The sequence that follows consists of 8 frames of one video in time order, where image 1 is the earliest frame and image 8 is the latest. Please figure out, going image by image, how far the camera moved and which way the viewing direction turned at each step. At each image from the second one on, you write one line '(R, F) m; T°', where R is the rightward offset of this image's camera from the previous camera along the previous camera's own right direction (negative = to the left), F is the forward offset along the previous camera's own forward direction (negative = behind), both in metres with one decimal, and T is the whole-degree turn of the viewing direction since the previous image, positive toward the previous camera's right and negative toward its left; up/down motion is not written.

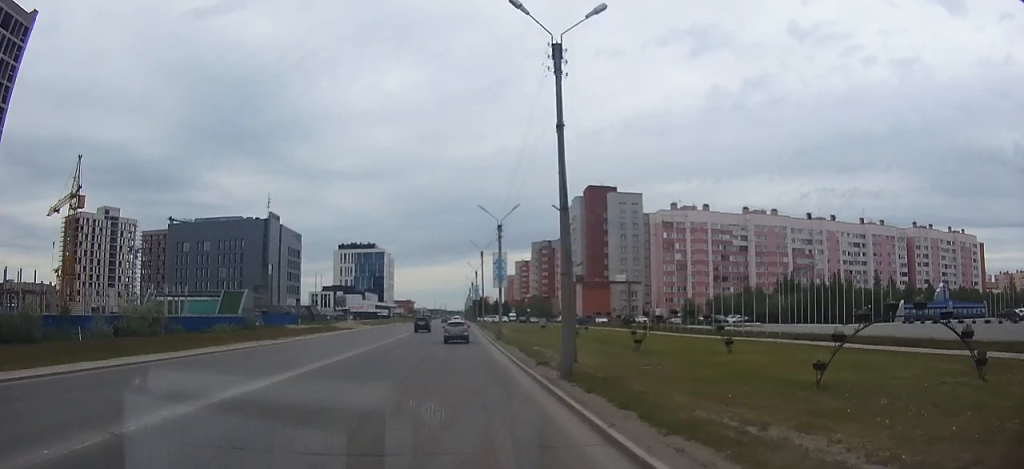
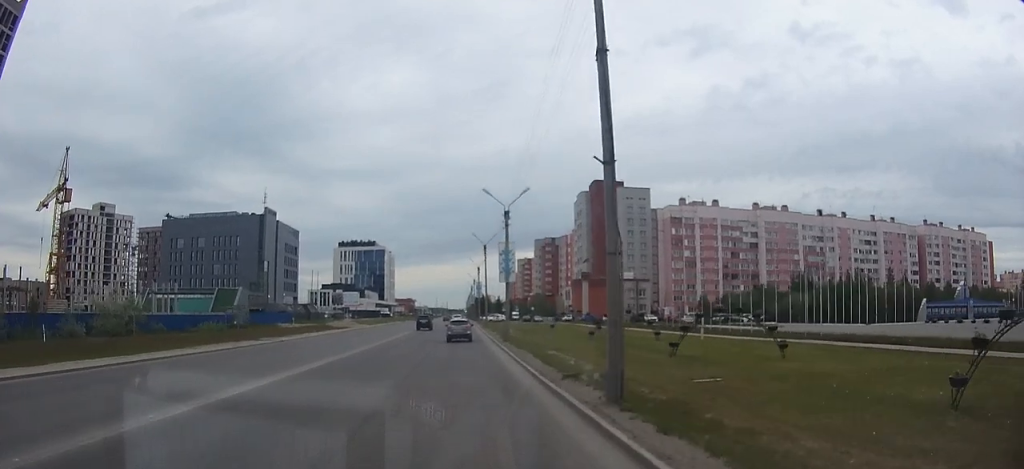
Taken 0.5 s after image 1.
(0.0, +5.3) m; 0°
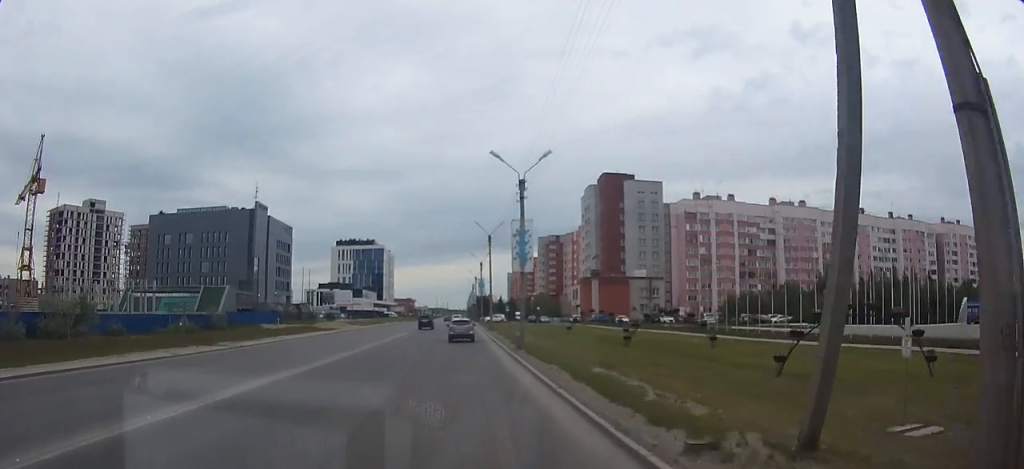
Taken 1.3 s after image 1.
(0.0, +9.3) m; 0°
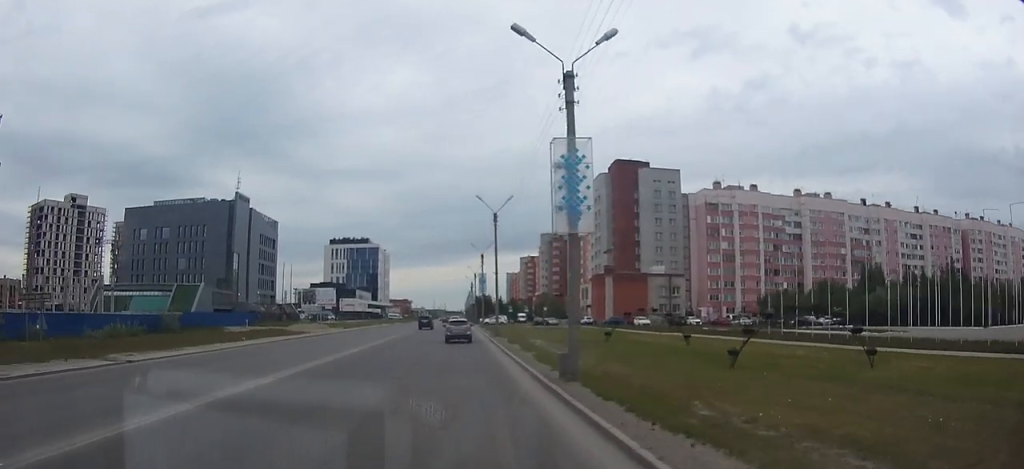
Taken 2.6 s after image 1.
(+0.1, +13.9) m; 0°
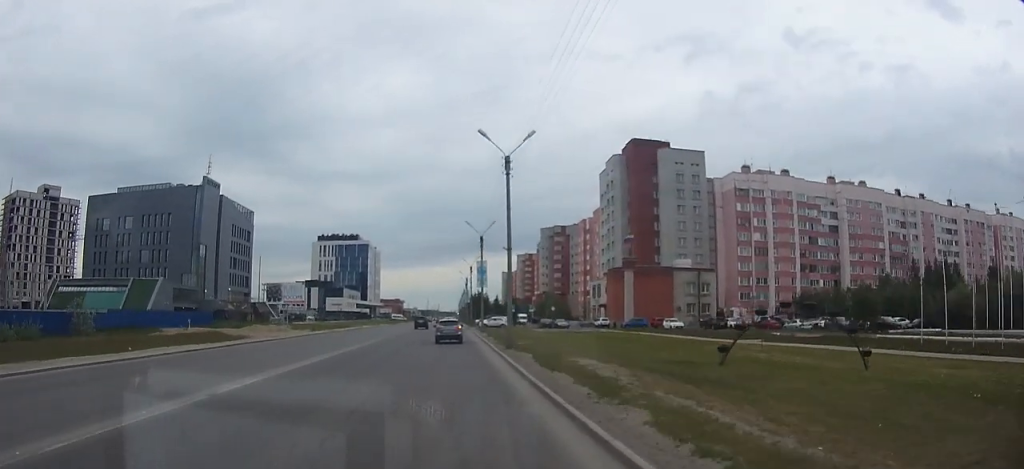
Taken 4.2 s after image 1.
(0.0, +17.4) m; 0°
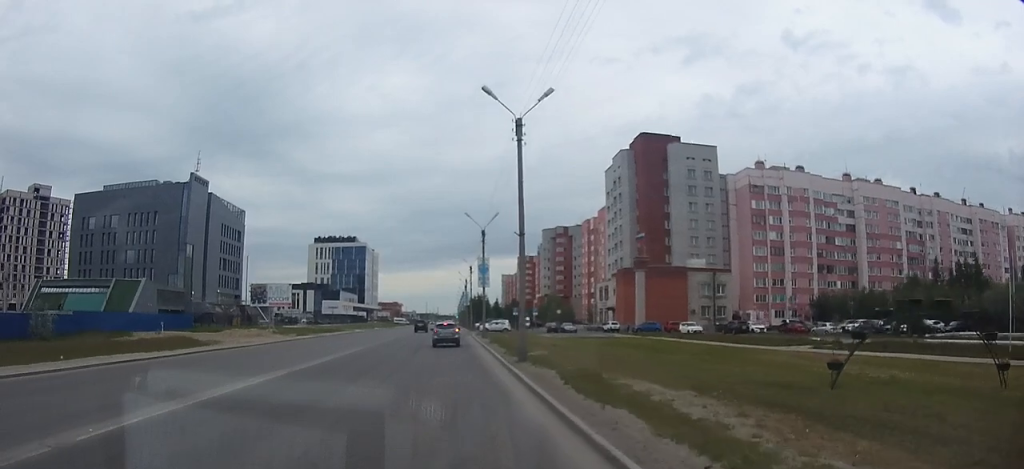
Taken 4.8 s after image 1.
(0.0, +6.5) m; 0°
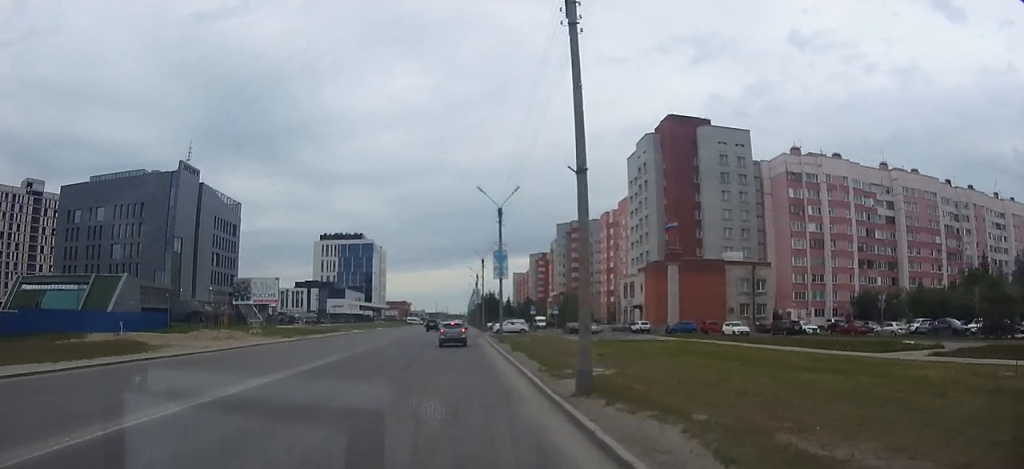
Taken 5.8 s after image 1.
(-0.1, +10.2) m; -1°
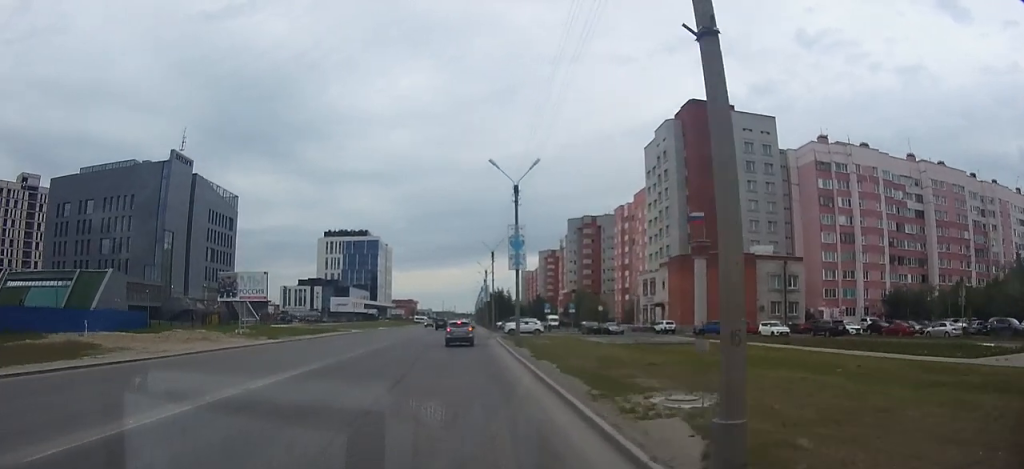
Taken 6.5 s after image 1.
(0.0, +7.0) m; -1°
